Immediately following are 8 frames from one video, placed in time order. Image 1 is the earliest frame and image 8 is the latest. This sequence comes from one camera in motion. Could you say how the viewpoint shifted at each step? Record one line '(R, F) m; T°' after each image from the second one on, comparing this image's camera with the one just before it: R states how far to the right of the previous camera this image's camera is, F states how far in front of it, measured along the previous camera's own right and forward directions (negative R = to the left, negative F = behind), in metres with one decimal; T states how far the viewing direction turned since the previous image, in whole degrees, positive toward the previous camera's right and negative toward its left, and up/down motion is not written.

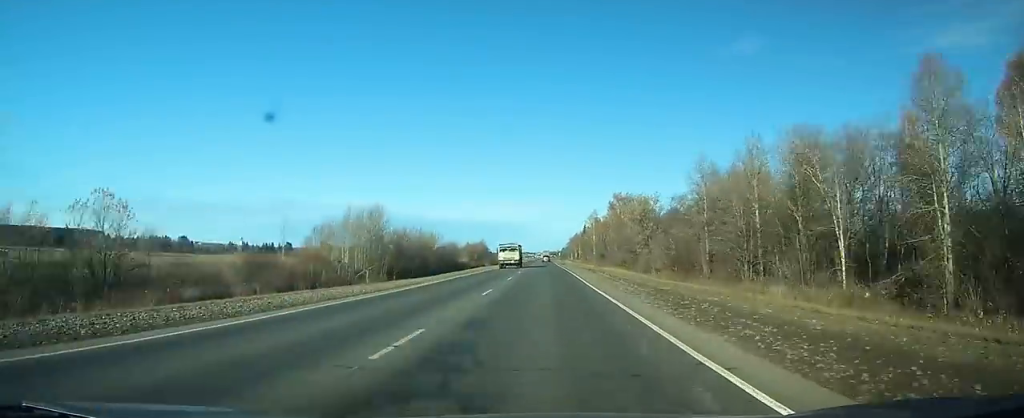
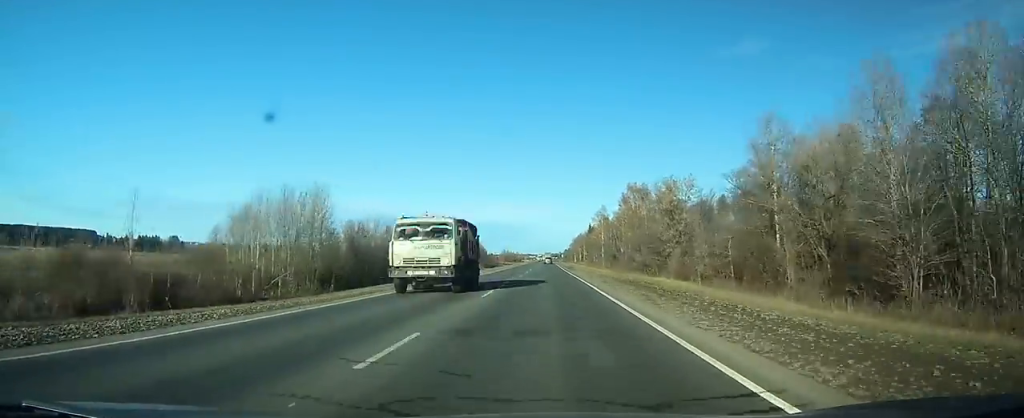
(0.0, +24.9) m; 0°
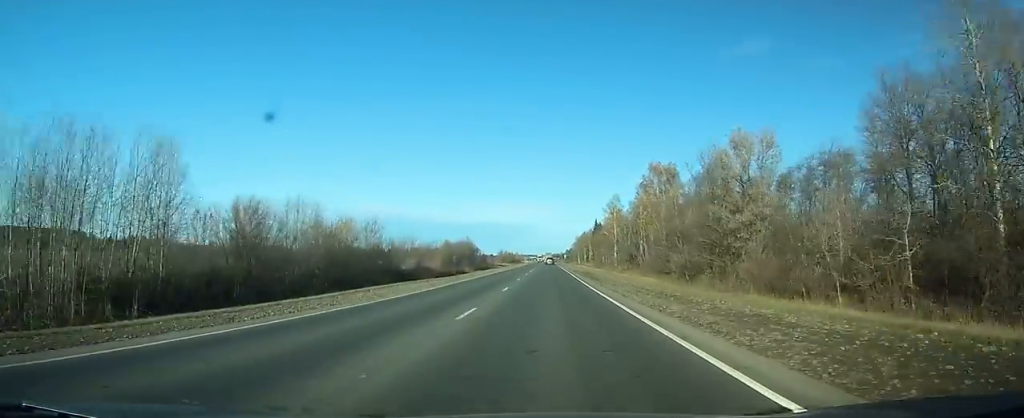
(+0.1, +30.1) m; 0°
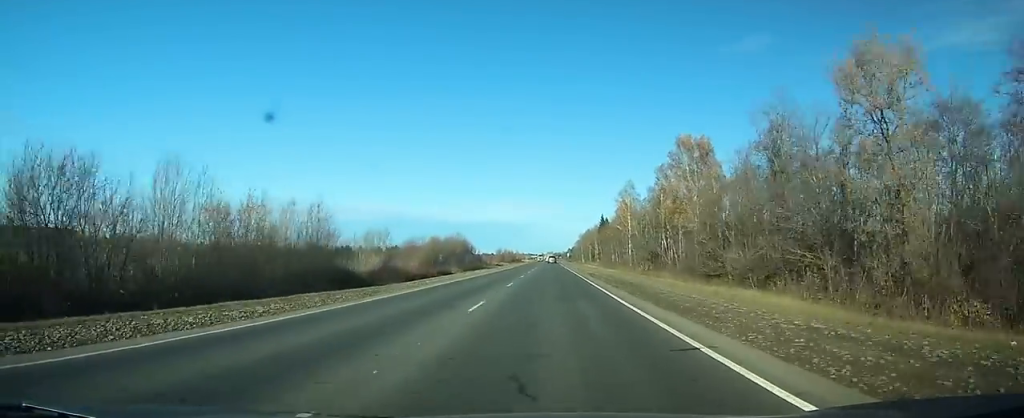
(0.0, +22.9) m; 0°
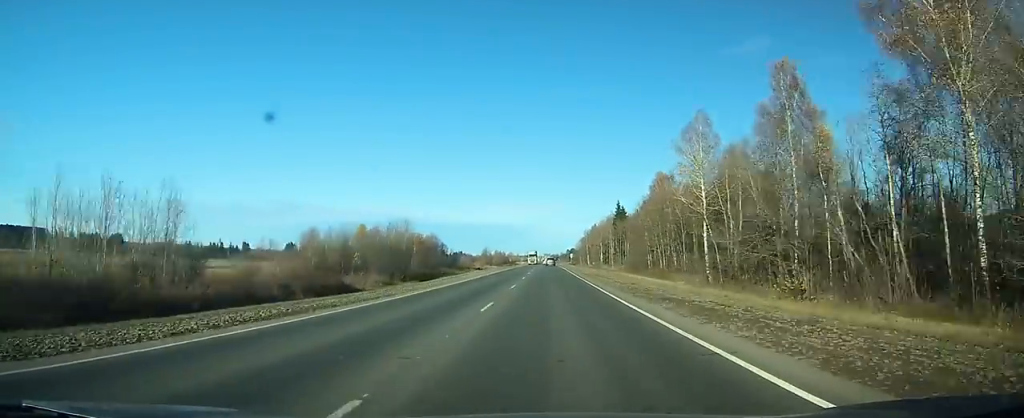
(-0.2, +59.6) m; 0°
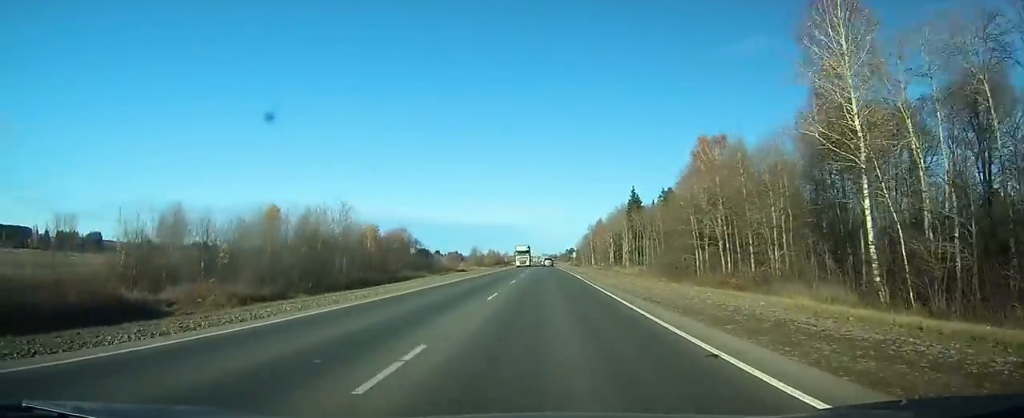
(0.0, +33.1) m; 0°
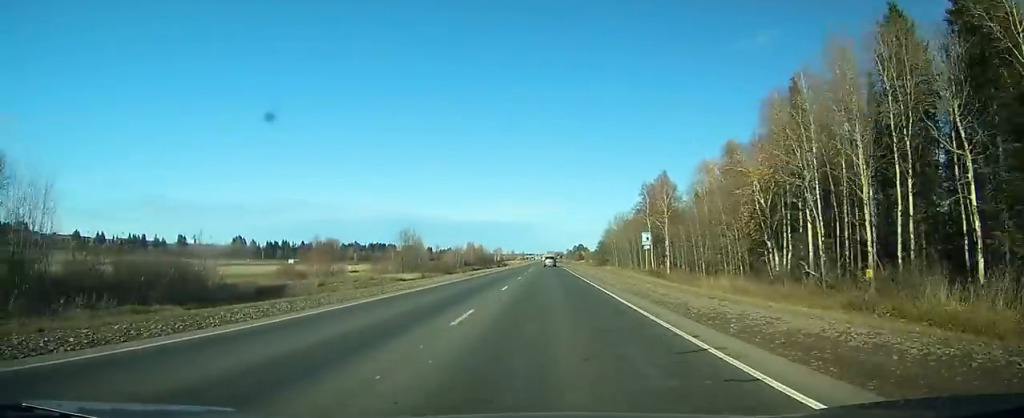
(-0.2, +115.5) m; 0°
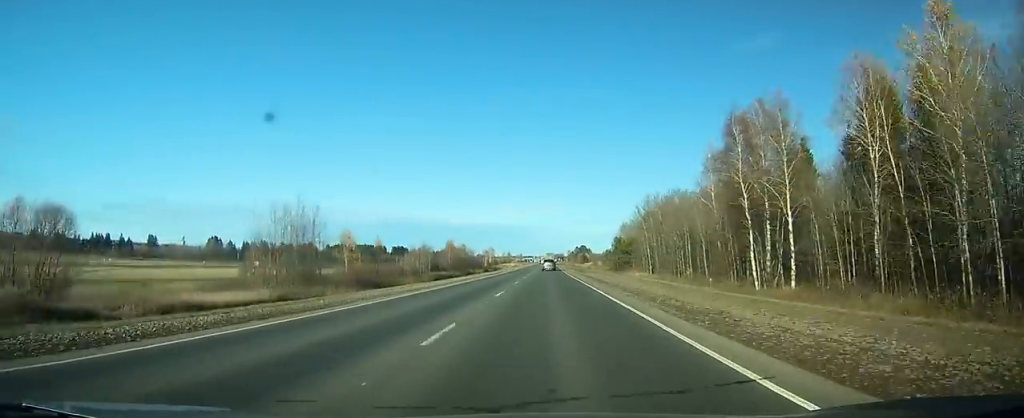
(-0.2, +50.1) m; 0°
